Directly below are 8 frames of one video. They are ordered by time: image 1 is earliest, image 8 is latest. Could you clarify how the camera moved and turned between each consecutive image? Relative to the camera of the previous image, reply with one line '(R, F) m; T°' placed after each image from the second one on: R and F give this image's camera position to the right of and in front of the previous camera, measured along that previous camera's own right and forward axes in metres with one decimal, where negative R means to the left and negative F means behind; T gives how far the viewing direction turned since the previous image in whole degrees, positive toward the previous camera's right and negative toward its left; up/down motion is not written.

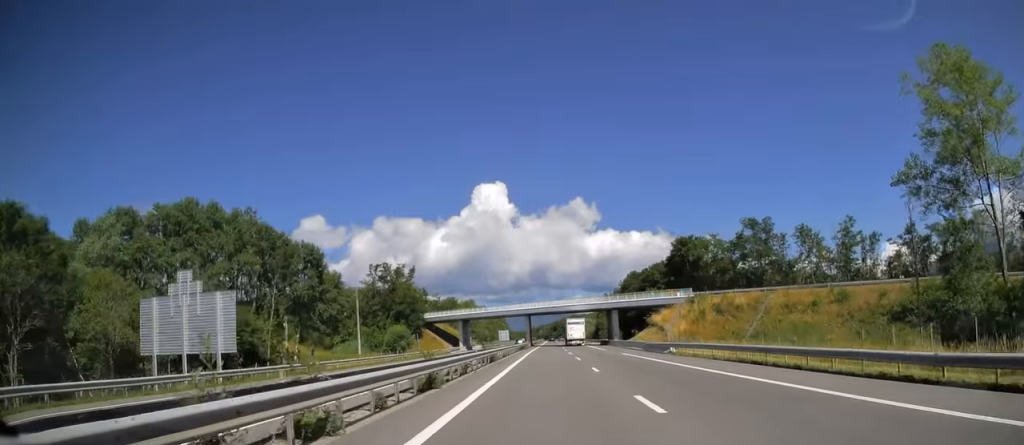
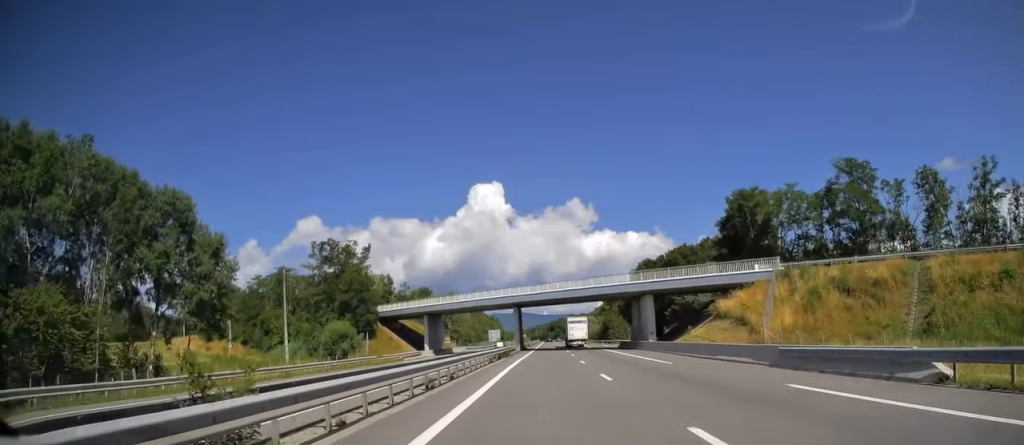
(+0.2, +30.7) m; 0°
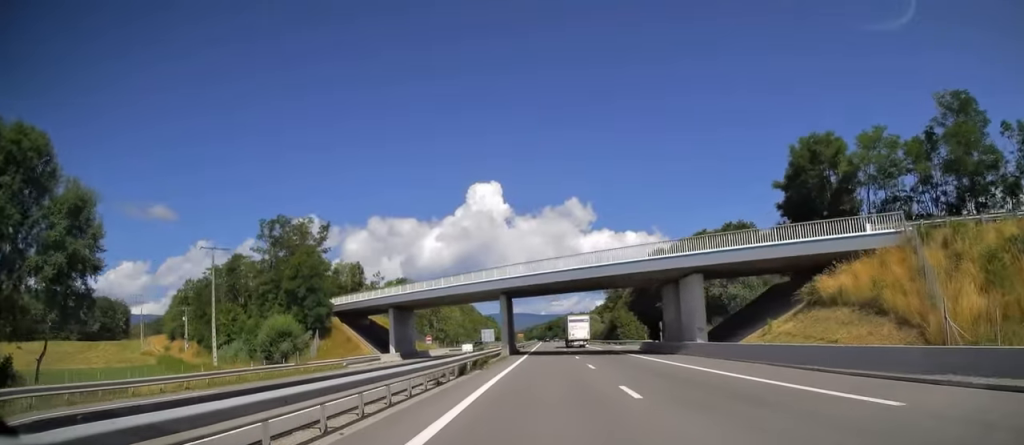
(-0.2, +18.3) m; 0°
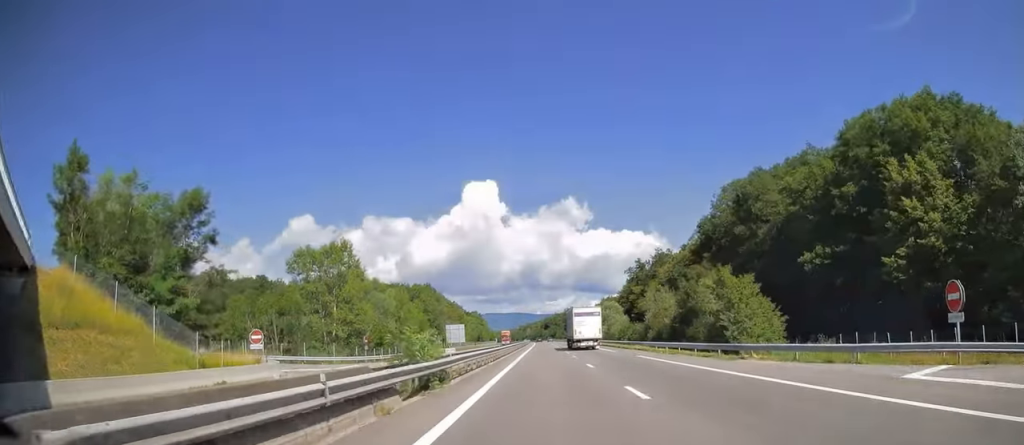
(+1.3, +65.2) m; +1°
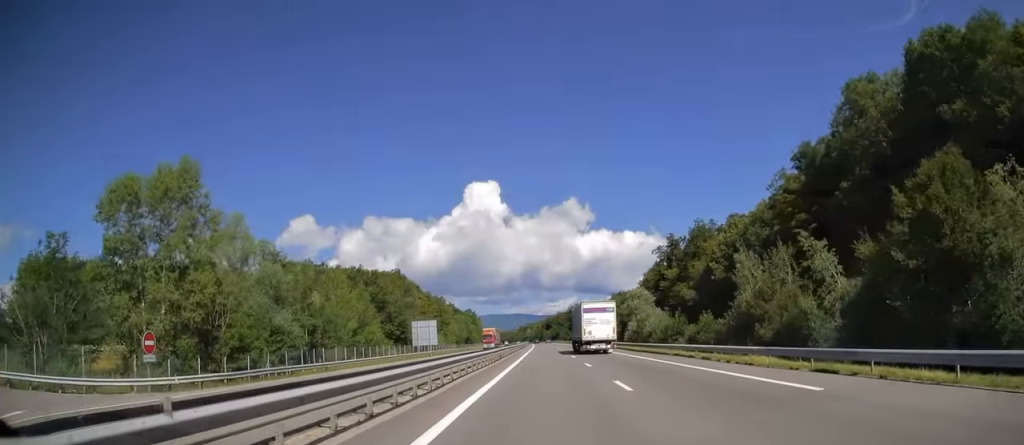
(-0.3, +36.9) m; -1°
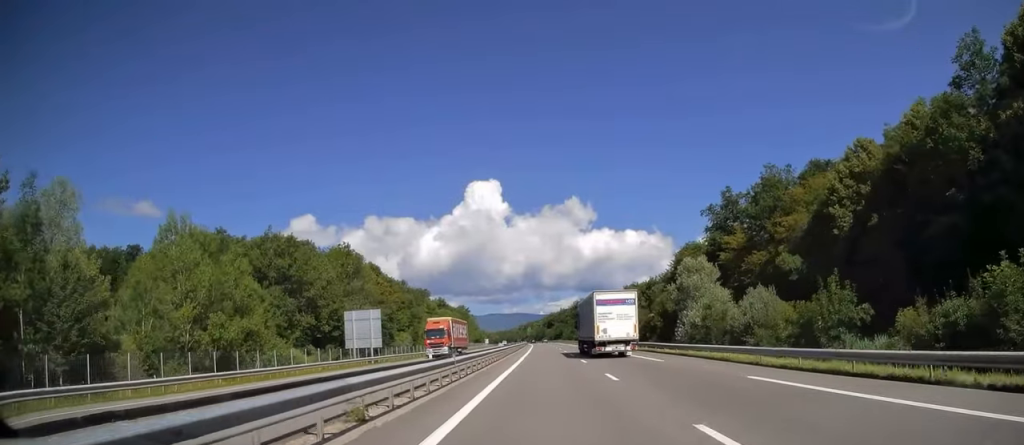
(0.0, +35.2) m; 0°
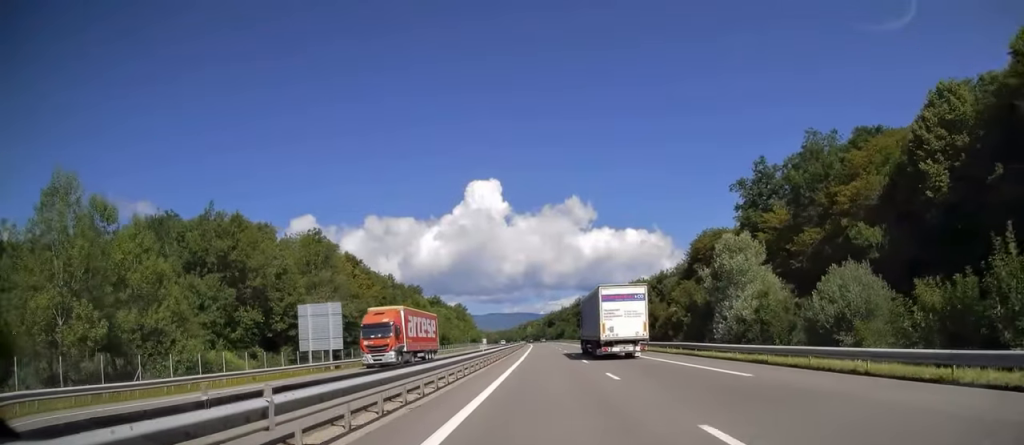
(0.0, +13.0) m; 0°
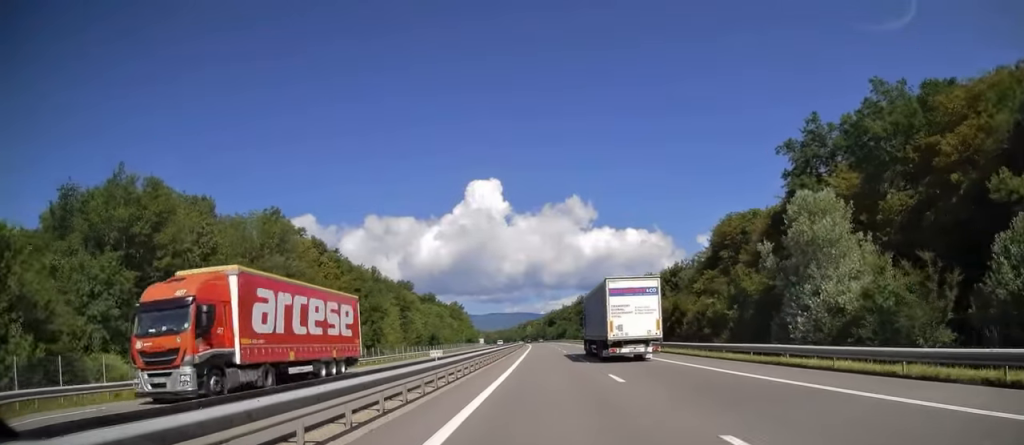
(0.0, +14.0) m; 0°
